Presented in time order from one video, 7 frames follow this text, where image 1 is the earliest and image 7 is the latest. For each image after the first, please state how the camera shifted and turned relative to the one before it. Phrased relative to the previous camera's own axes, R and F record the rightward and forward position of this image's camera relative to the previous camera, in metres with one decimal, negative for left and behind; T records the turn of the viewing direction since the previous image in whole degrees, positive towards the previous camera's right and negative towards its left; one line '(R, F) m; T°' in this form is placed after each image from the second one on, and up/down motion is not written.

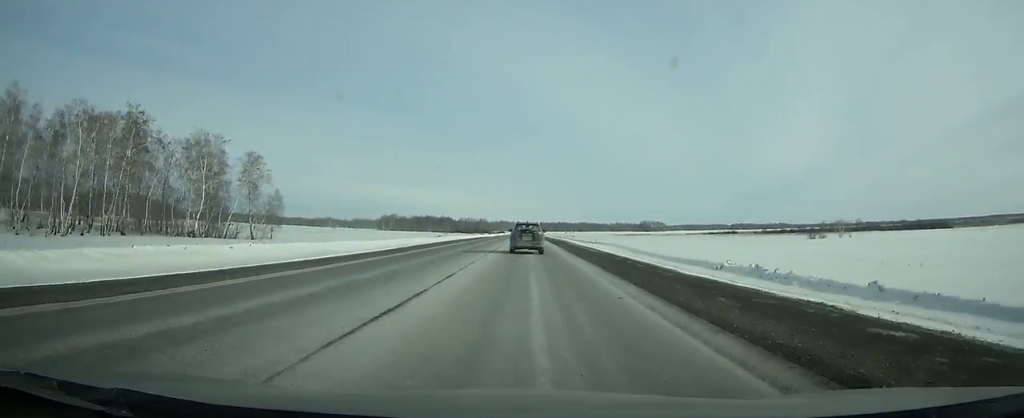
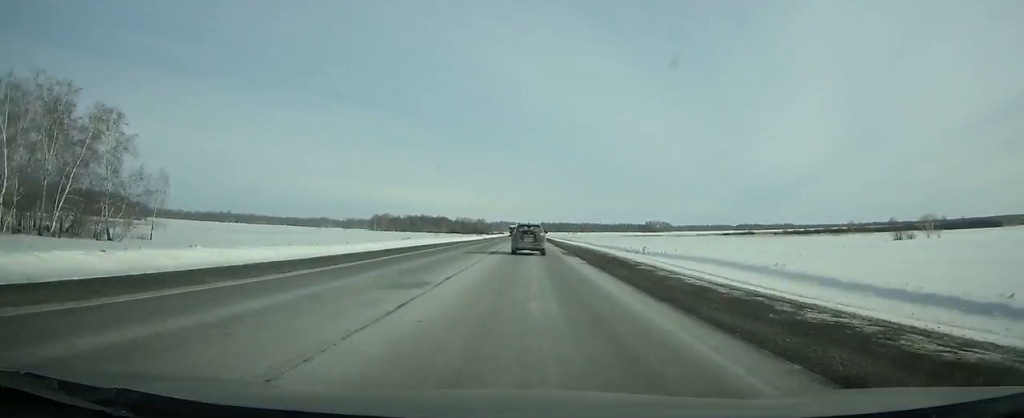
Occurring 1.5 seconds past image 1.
(0.0, +41.7) m; 0°
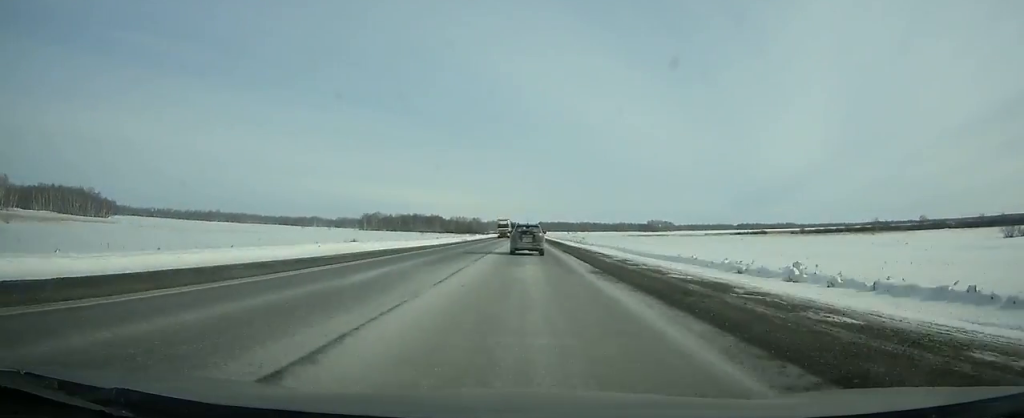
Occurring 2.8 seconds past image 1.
(-0.1, +36.2) m; 0°
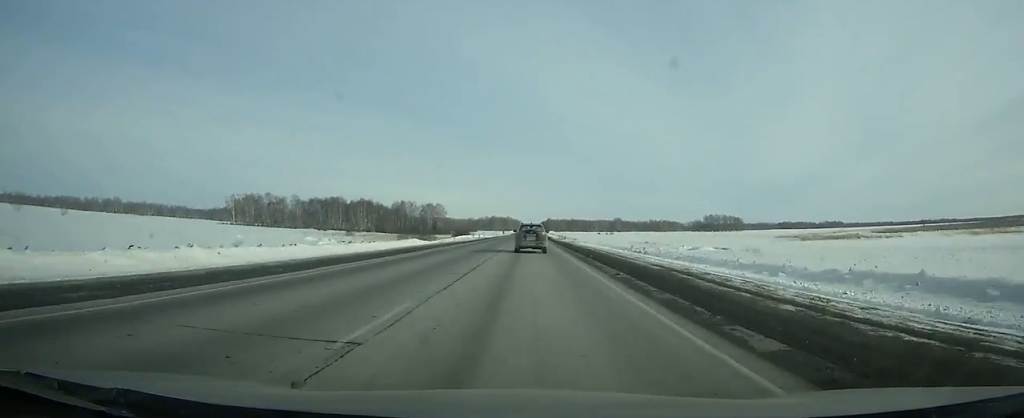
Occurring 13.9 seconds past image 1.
(-1.5, +311.2) m; 0°
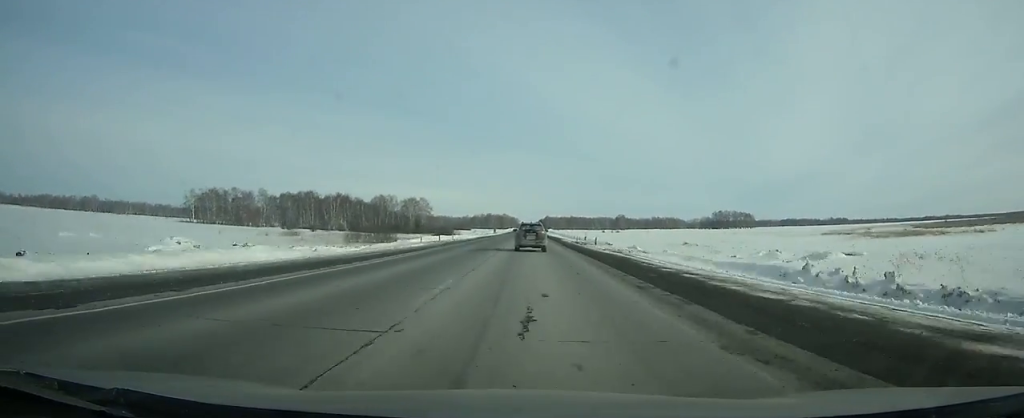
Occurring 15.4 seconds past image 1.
(+0.1, +42.7) m; 0°
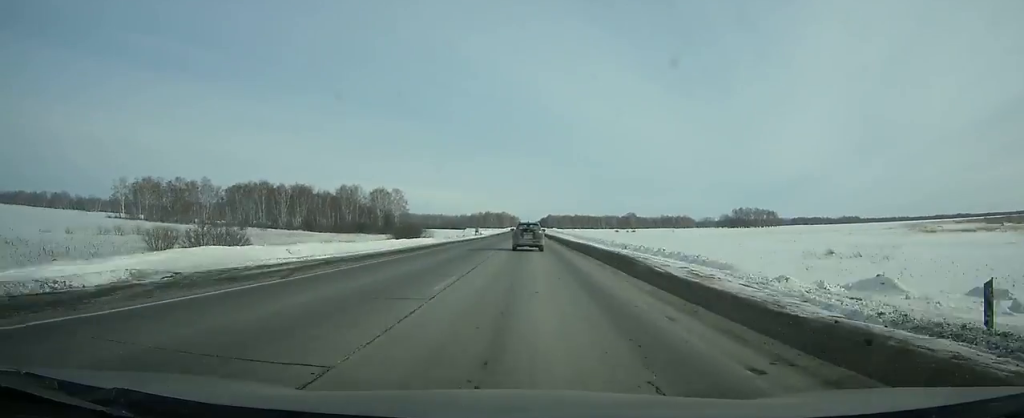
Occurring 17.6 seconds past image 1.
(-0.1, +62.8) m; 0°
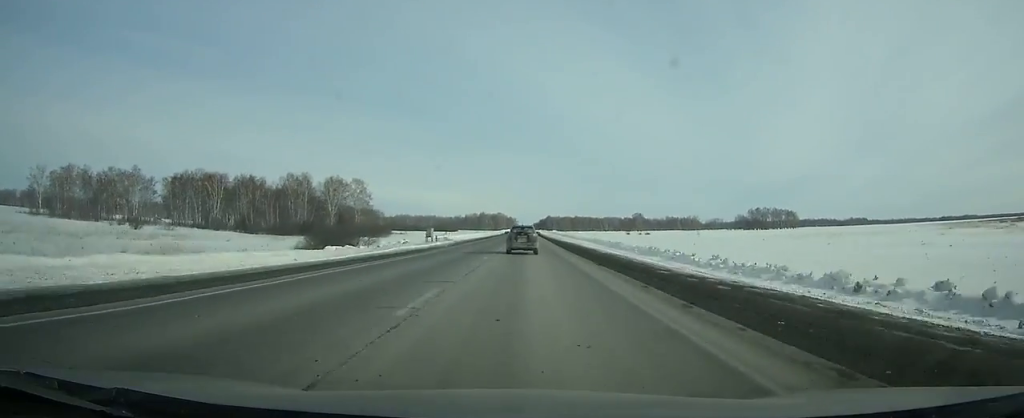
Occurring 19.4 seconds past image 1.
(0.0, +51.4) m; 0°
